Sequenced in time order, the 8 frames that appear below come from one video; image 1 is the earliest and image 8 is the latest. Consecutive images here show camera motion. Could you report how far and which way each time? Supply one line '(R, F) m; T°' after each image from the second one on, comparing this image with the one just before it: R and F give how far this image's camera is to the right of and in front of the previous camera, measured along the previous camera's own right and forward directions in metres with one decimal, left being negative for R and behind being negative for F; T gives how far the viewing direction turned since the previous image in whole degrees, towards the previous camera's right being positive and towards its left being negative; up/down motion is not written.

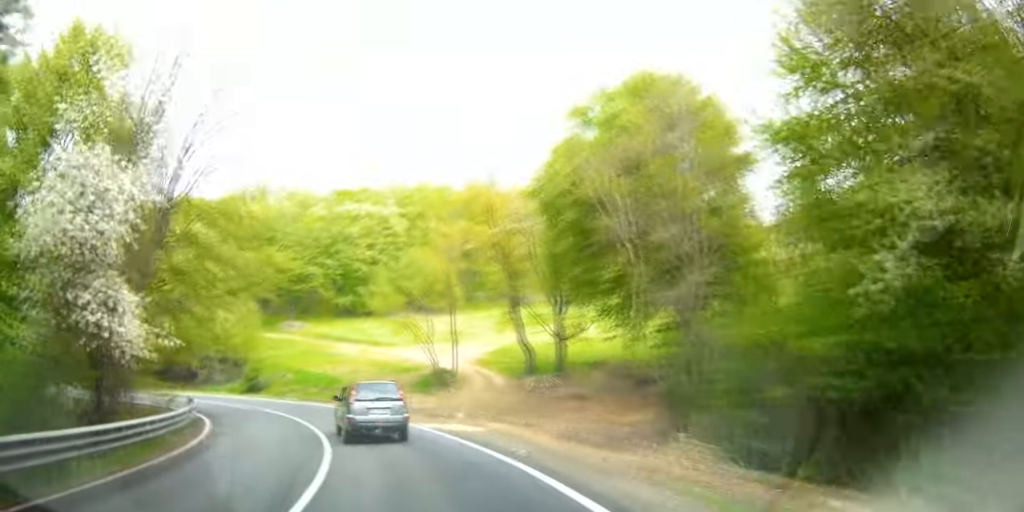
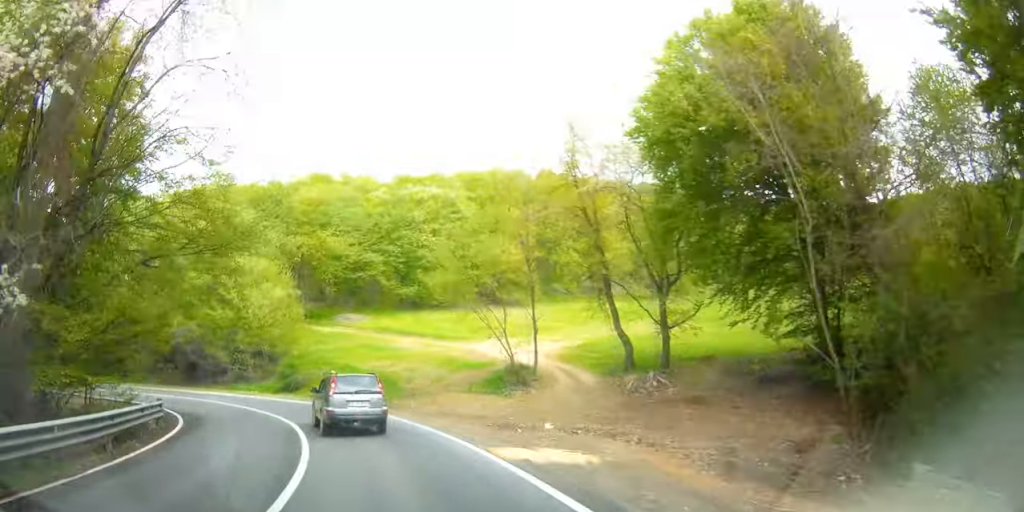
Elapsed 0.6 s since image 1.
(+0.8, +9.8) m; +2°
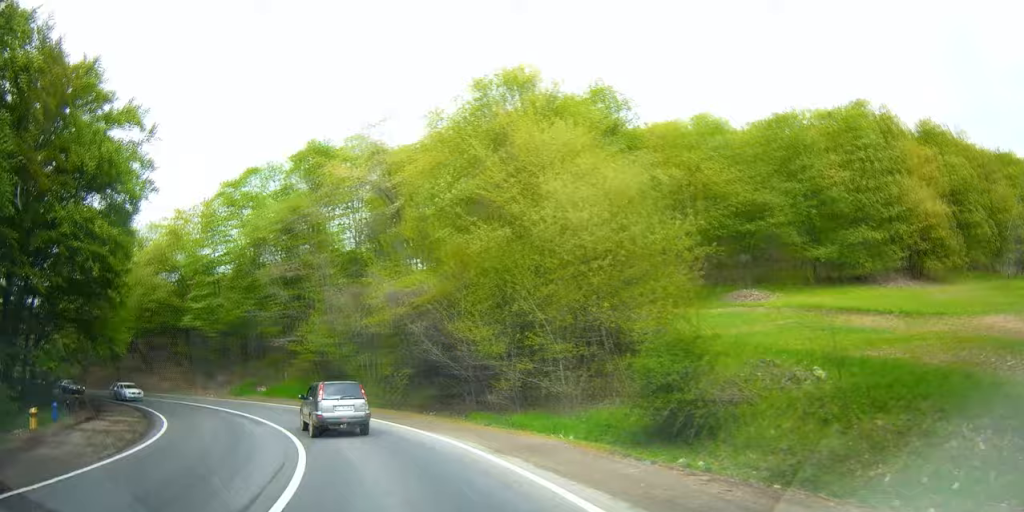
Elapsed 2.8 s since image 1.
(-2.3, +36.0) m; -16°
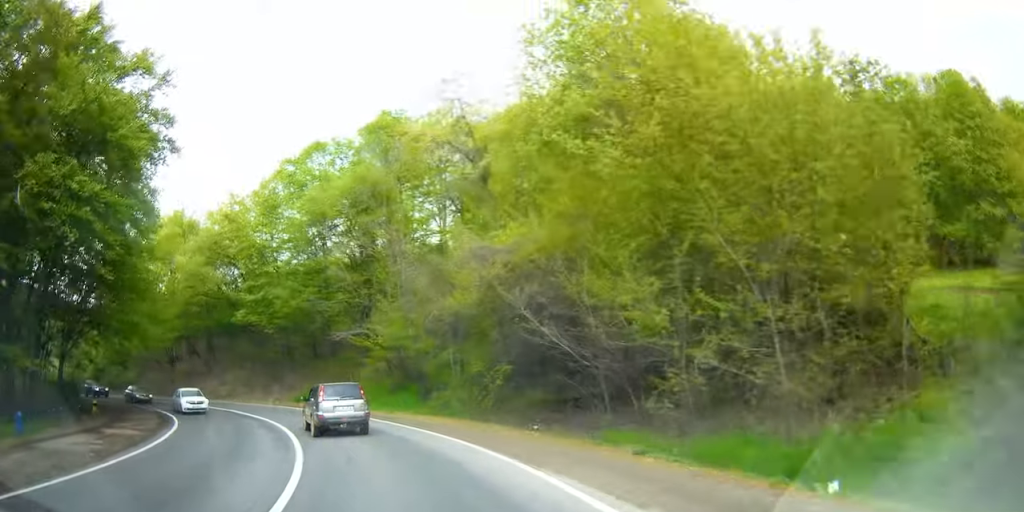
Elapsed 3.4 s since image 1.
(-0.8, +10.0) m; -9°
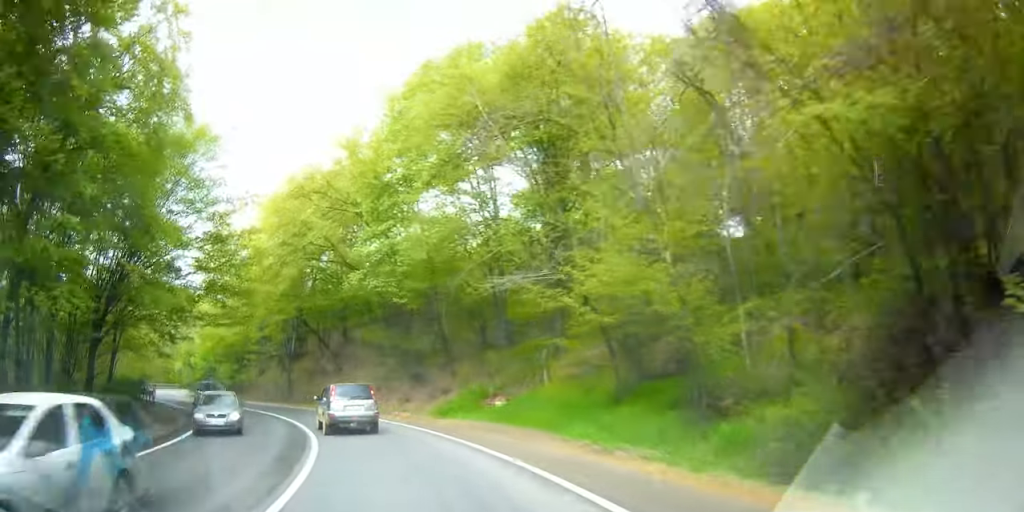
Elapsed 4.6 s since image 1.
(-3.4, +18.3) m; -22°
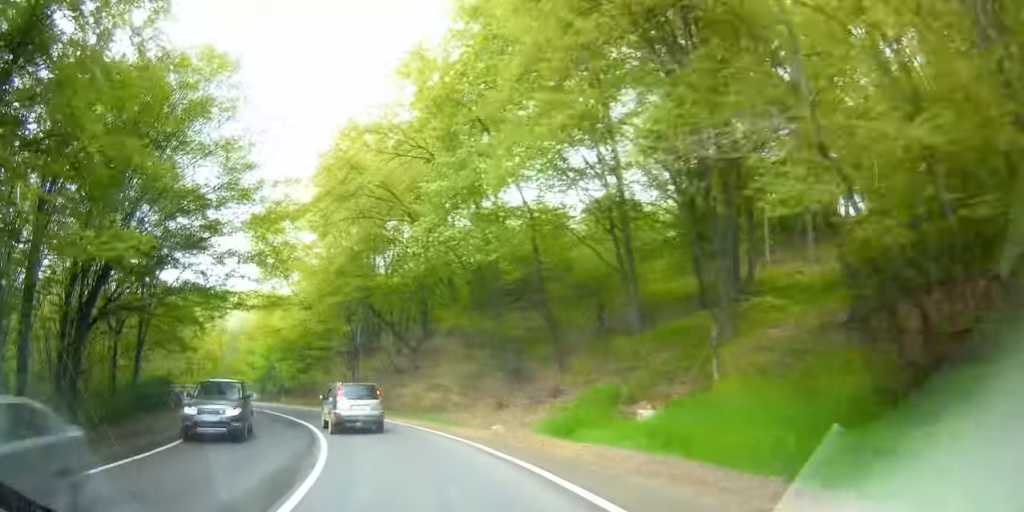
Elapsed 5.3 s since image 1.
(-1.0, +9.4) m; -10°
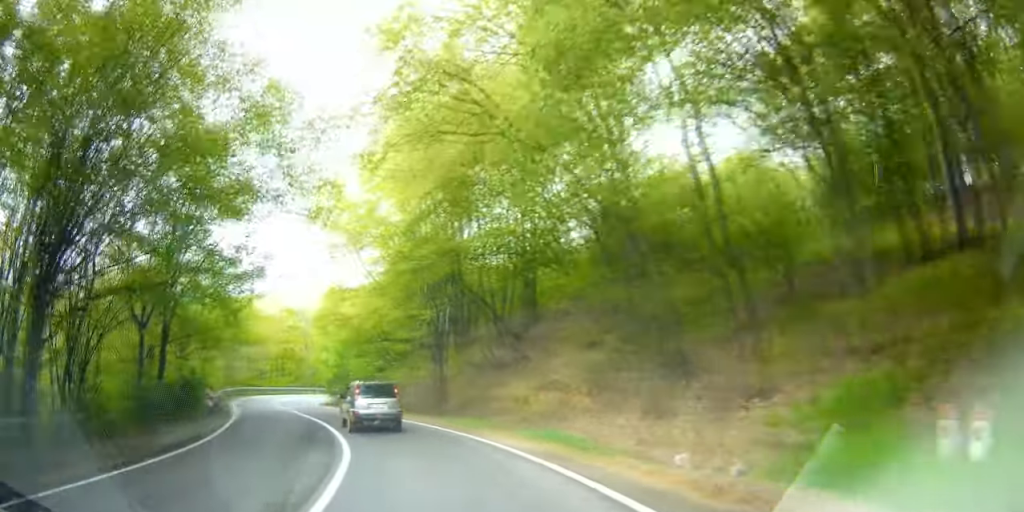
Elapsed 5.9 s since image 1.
(-0.6, +9.0) m; -5°
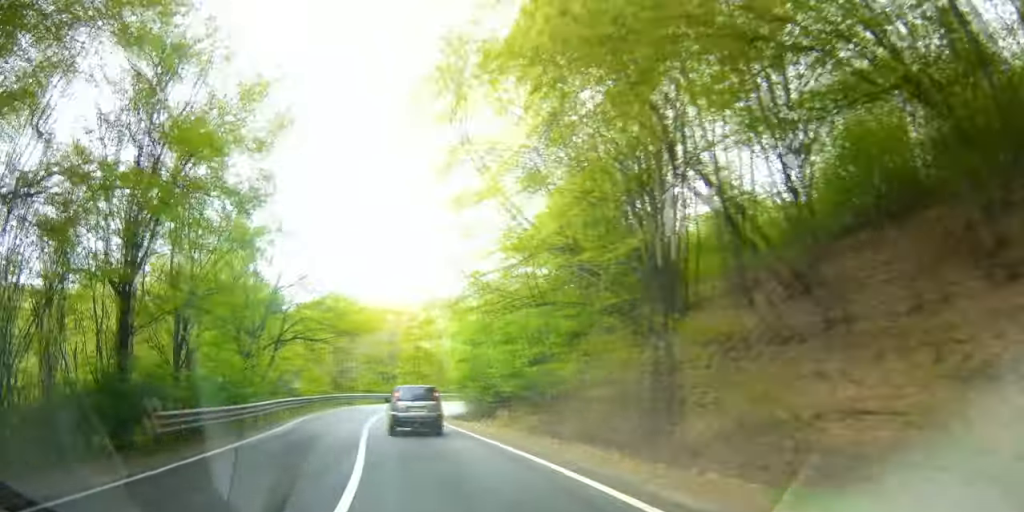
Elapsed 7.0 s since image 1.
(-1.0, +16.8) m; -14°
